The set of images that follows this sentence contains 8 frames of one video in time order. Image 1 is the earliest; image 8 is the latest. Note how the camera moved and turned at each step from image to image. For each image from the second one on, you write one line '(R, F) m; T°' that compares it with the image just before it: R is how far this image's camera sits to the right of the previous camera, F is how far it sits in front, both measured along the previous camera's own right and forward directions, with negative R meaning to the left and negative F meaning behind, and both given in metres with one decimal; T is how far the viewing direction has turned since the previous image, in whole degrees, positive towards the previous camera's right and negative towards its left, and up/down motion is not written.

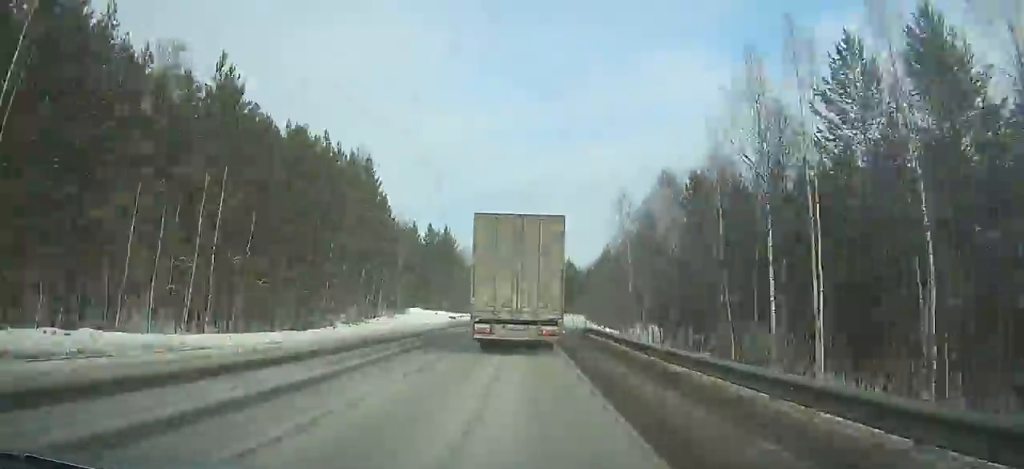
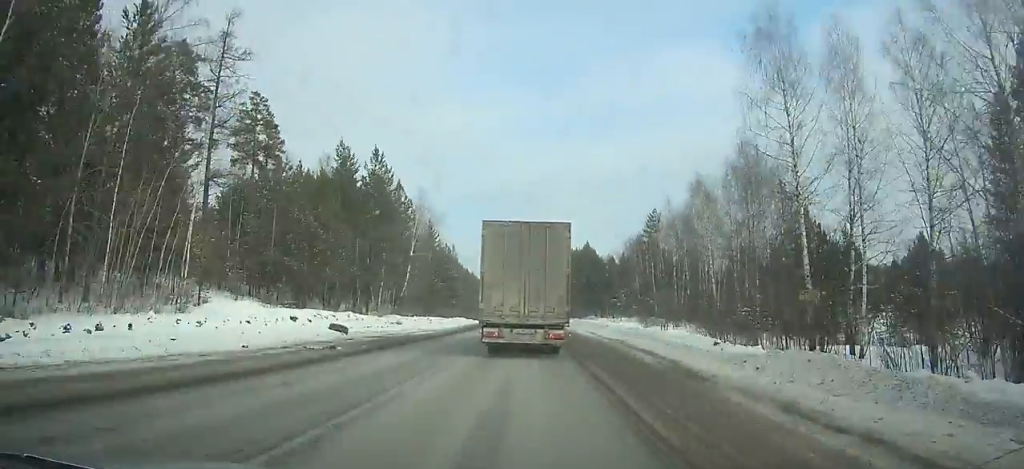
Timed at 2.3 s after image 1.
(-0.1, +49.7) m; 0°
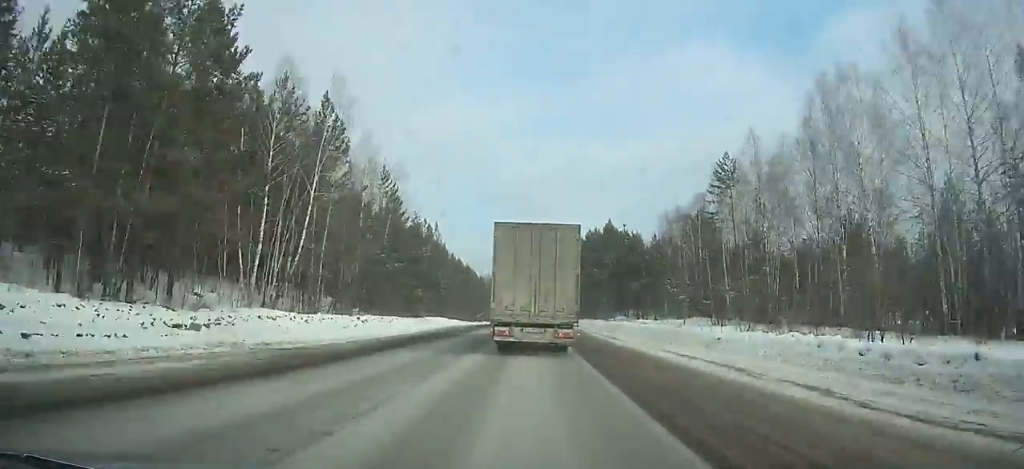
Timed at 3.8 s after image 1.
(0.0, +32.4) m; 0°
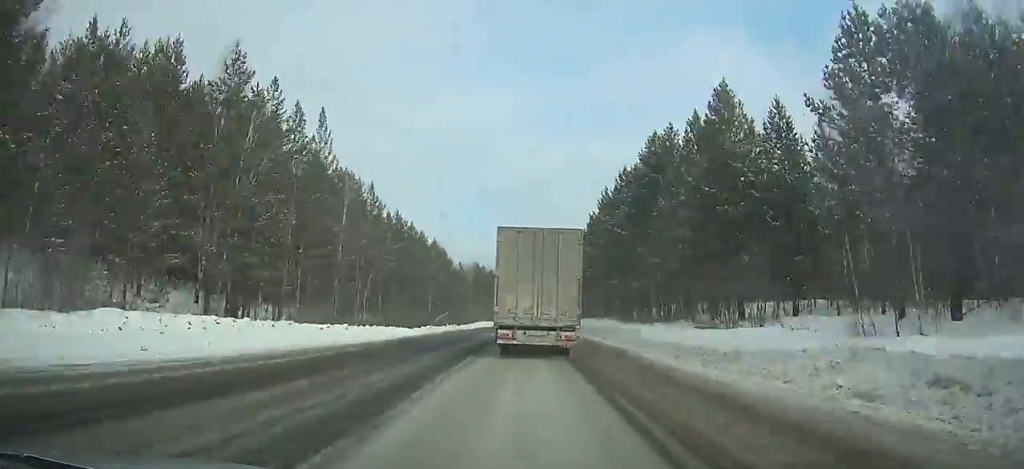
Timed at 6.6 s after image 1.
(-0.2, +60.0) m; +4°
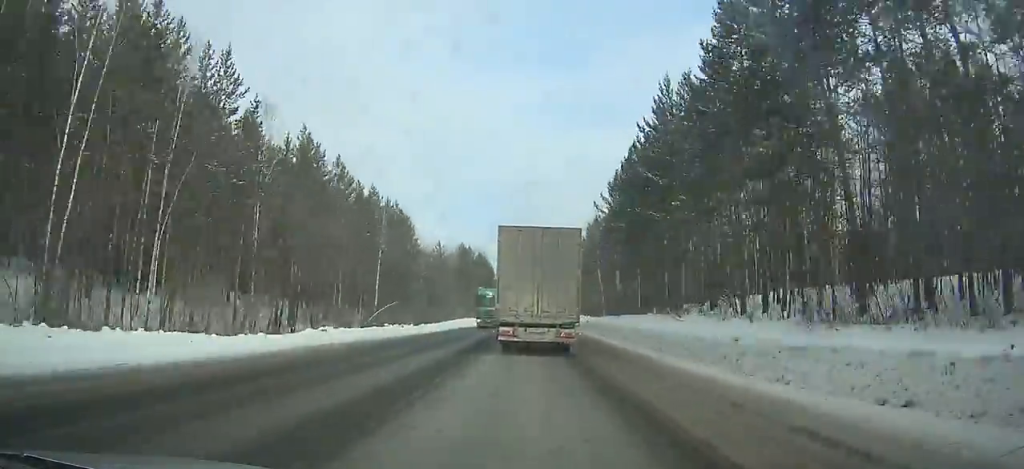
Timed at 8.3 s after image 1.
(+3.2, +36.3) m; -2°
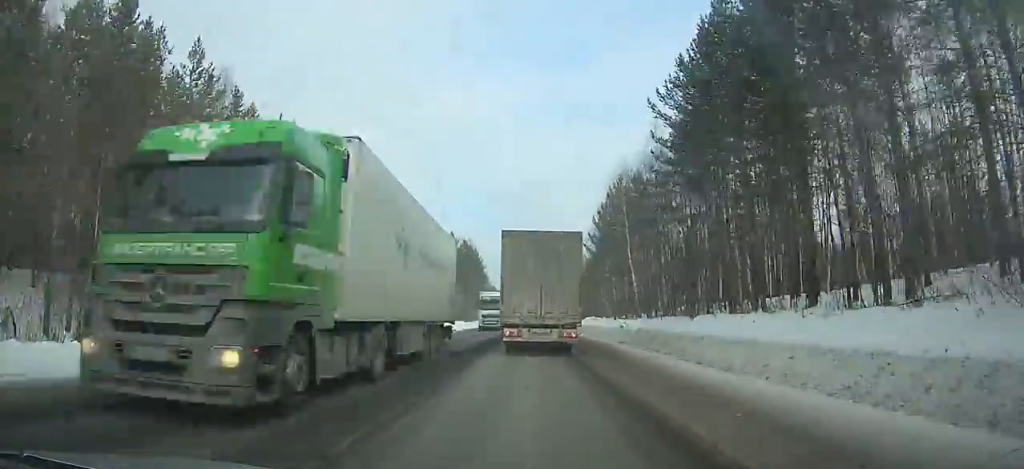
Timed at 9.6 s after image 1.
(+3.0, +27.6) m; -2°
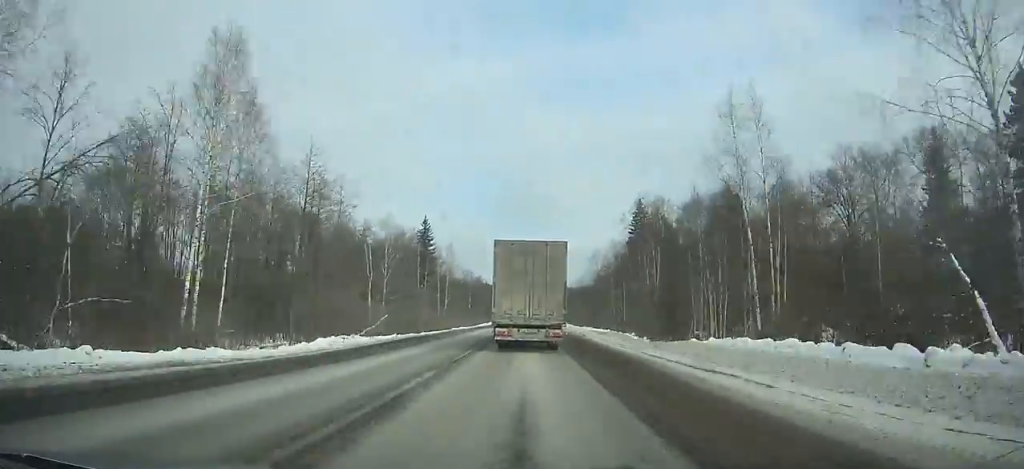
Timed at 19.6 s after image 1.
(-8.9, +216.9) m; 0°
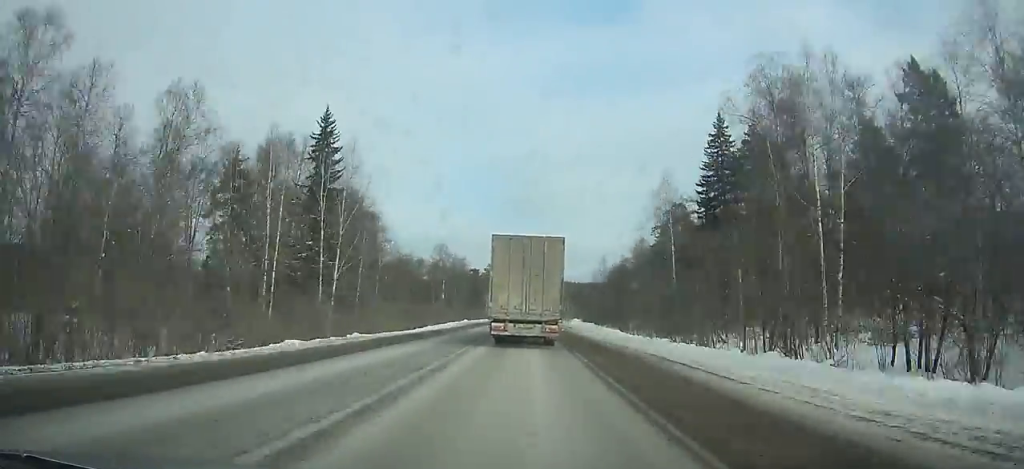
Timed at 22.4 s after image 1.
(-0.1, +62.6) m; 0°
